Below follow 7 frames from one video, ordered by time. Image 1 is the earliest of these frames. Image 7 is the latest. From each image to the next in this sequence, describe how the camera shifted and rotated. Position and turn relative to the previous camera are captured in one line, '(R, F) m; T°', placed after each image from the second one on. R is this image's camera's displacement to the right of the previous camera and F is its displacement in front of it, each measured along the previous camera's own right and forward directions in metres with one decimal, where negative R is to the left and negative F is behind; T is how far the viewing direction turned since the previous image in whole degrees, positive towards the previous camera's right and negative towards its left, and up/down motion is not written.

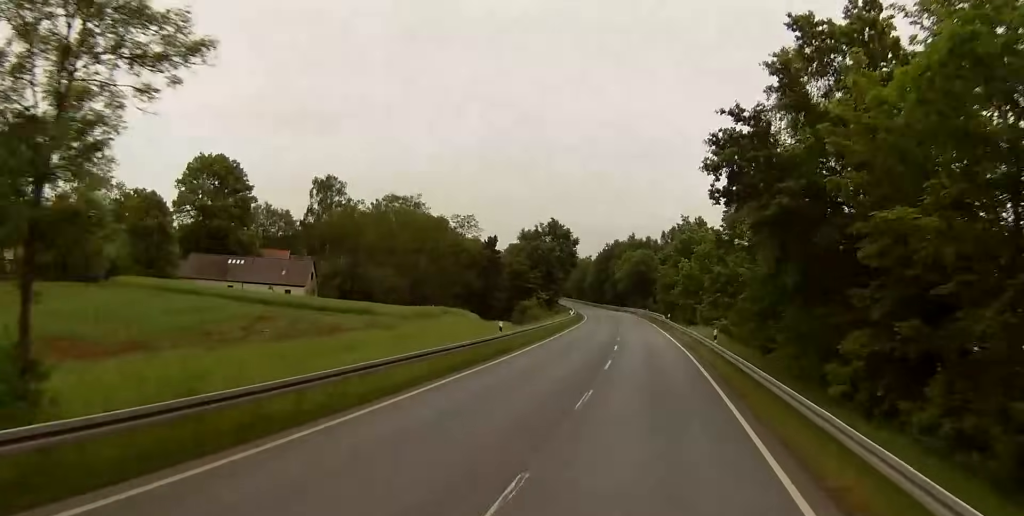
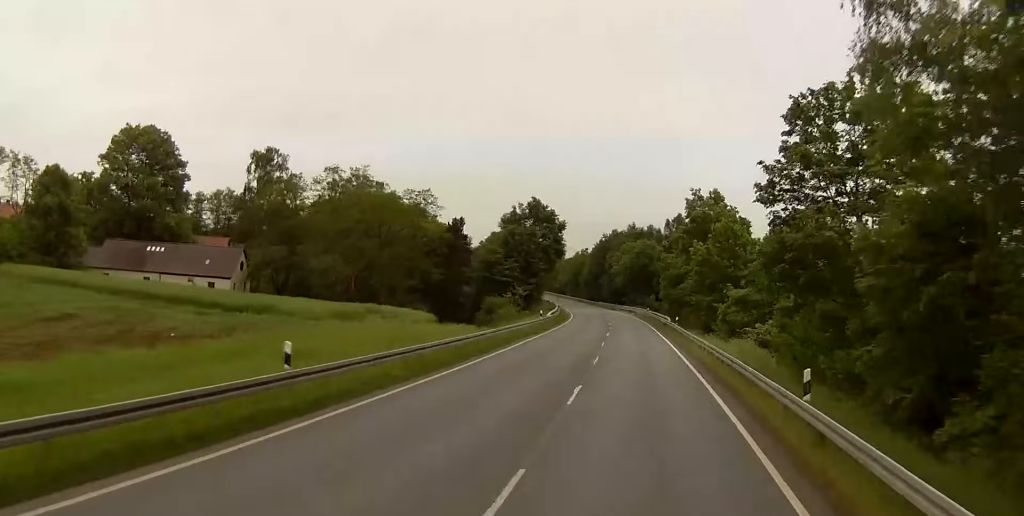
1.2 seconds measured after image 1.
(-0.2, +23.9) m; 0°
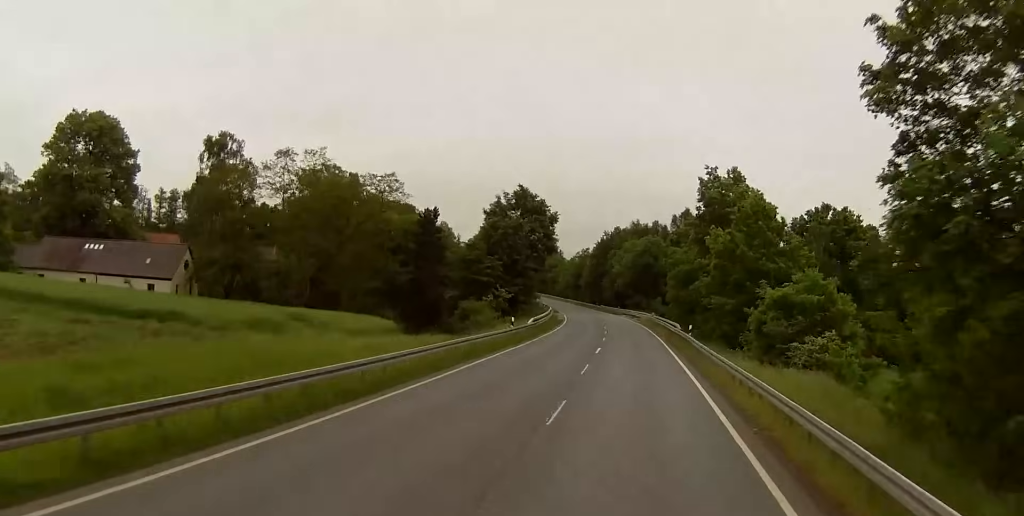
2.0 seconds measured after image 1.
(+0.2, +15.0) m; 0°
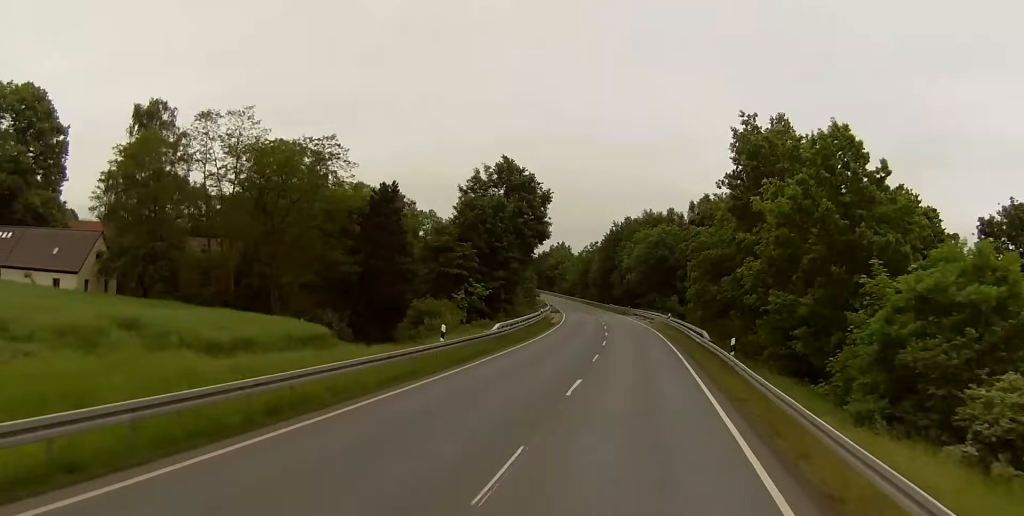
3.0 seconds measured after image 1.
(-0.1, +19.0) m; -1°
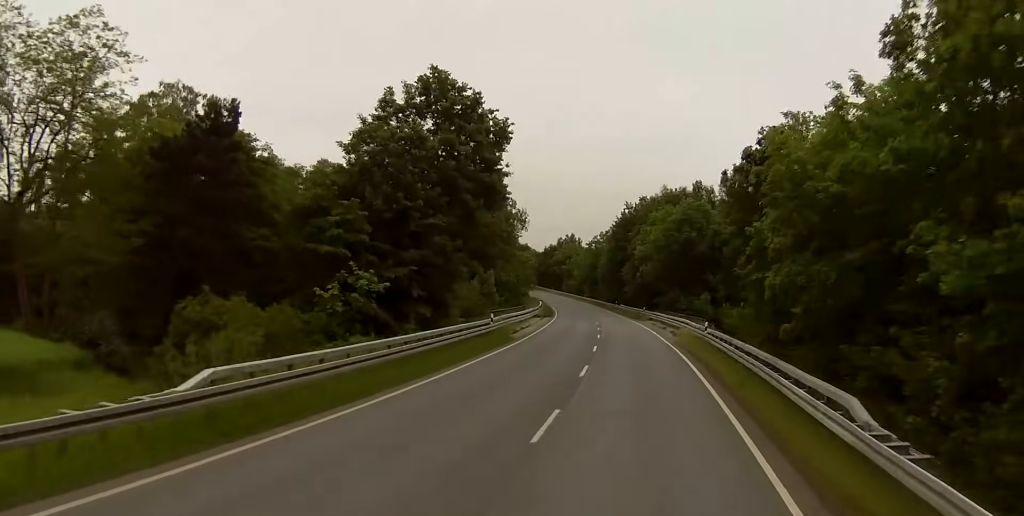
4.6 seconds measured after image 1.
(-0.1, +31.6) m; 0°
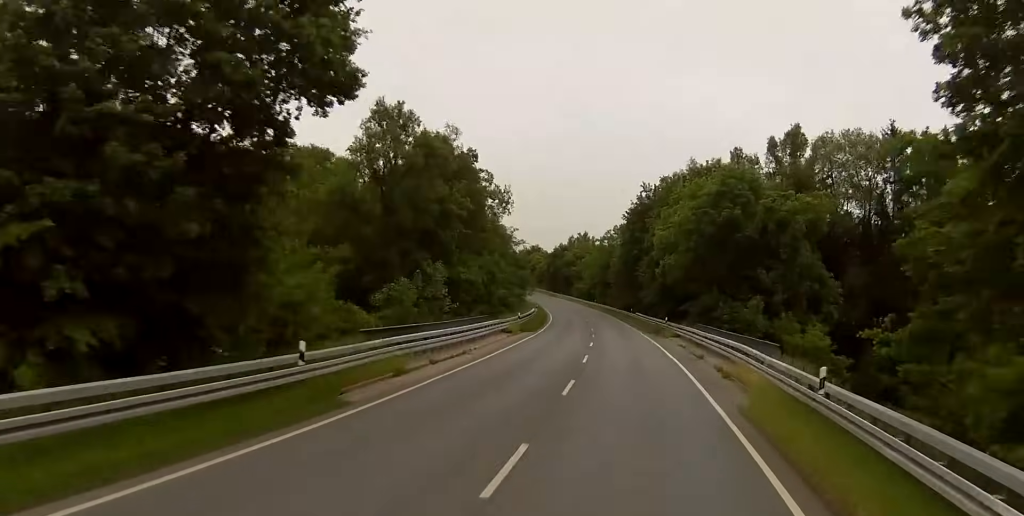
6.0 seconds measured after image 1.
(-0.3, +27.8) m; -2°
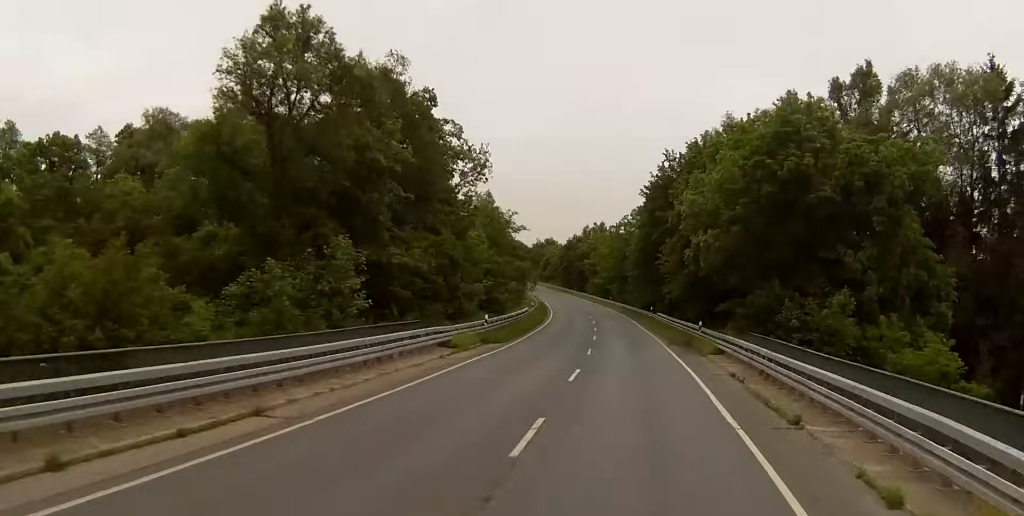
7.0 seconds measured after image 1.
(-0.4, +21.2) m; -1°
